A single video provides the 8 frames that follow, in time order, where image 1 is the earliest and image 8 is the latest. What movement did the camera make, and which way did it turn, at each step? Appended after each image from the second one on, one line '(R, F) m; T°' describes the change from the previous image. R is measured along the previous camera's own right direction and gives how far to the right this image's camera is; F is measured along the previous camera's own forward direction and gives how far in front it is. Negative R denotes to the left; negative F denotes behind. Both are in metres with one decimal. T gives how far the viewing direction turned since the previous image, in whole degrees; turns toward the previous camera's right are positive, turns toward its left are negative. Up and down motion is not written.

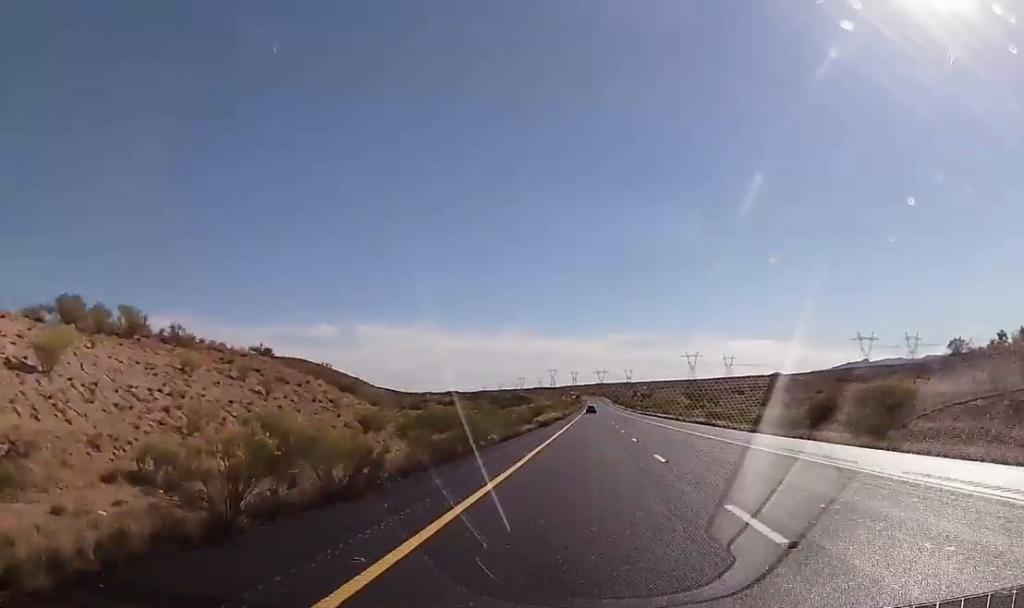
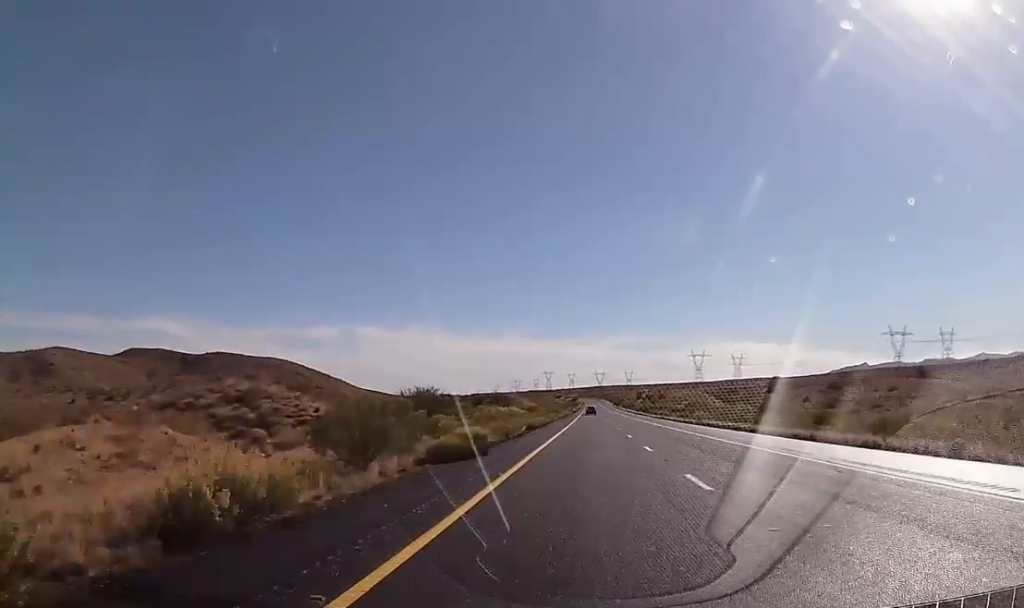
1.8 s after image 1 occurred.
(-0.2, +68.1) m; 0°
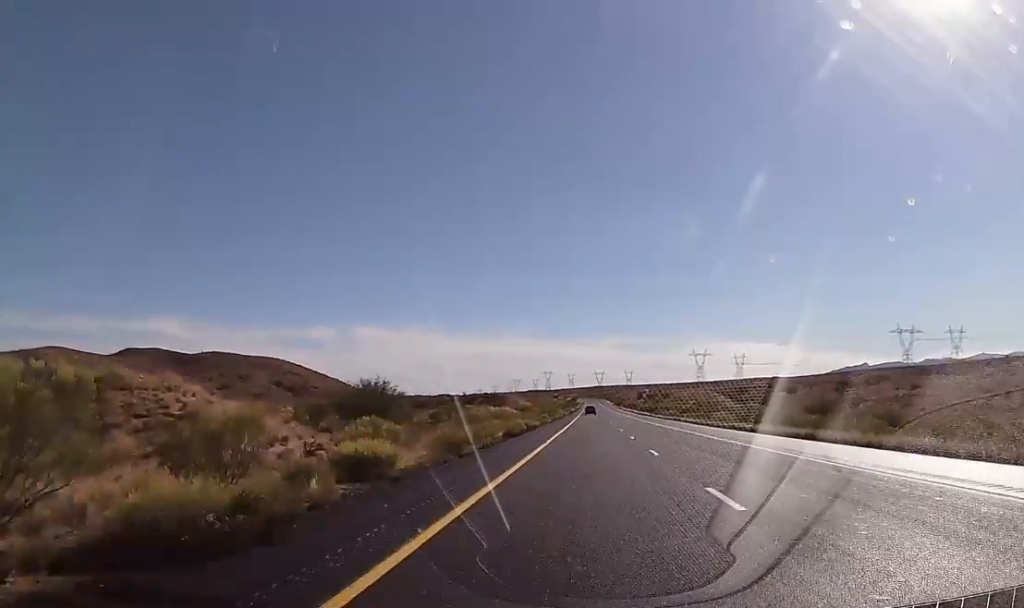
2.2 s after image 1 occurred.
(+0.2, +15.1) m; 0°
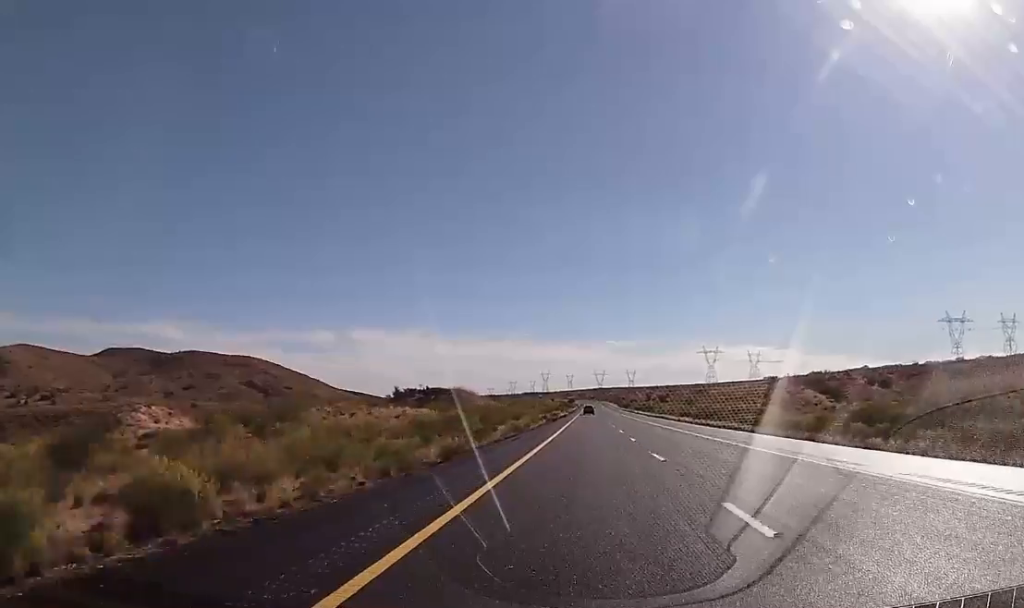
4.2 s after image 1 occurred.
(-0.5, +75.4) m; 0°
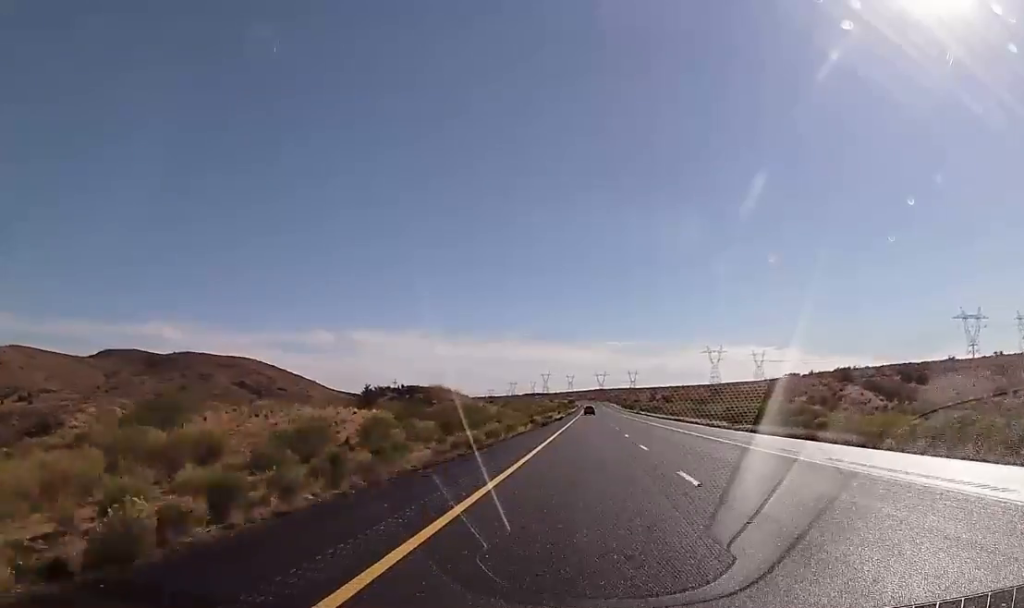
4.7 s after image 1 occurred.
(0.0, +18.9) m; 0°
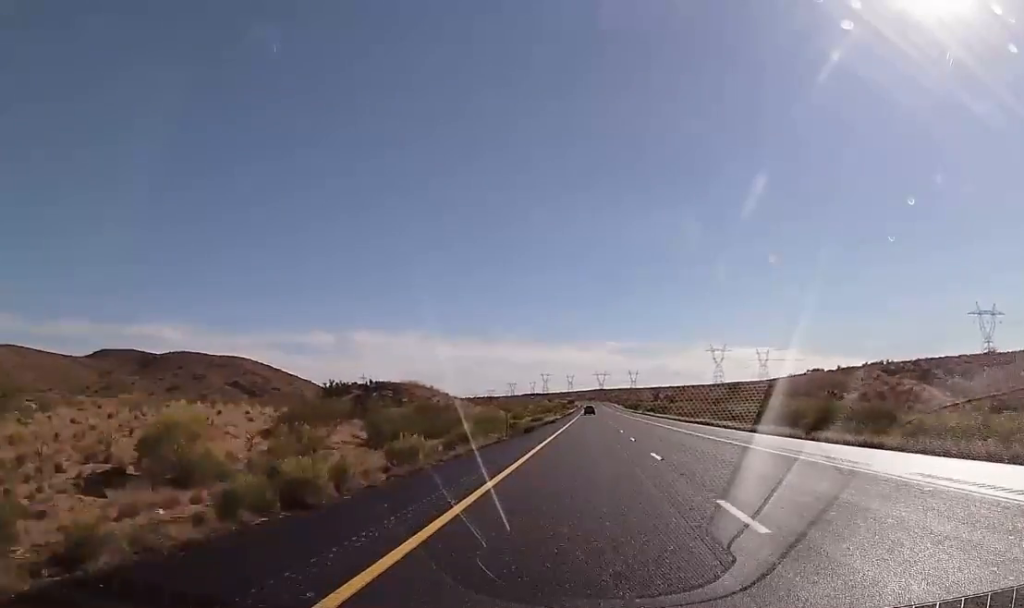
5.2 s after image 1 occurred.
(+0.2, +17.6) m; 0°
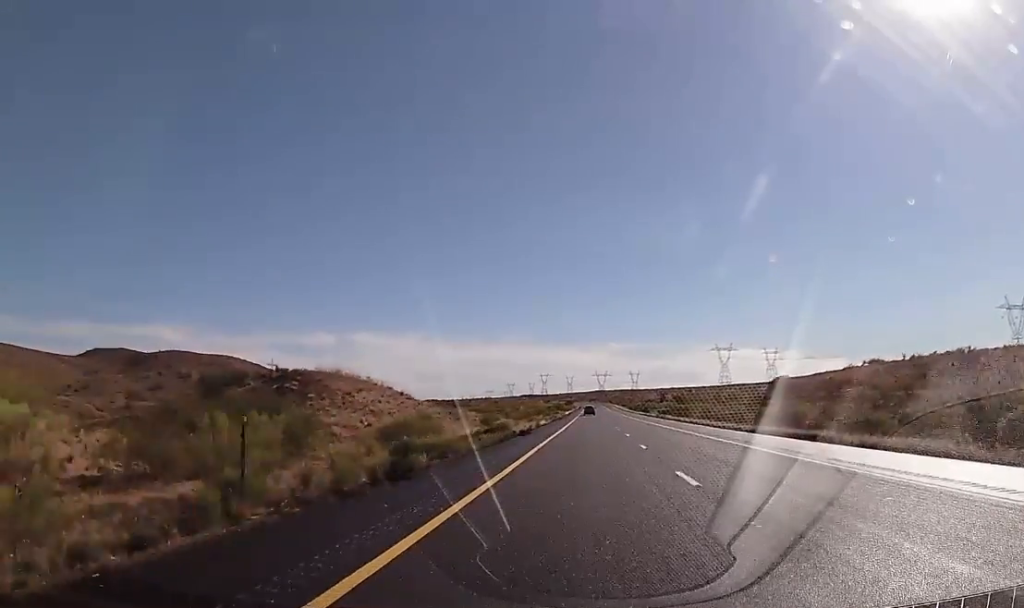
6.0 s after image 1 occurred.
(0.0, +31.4) m; 0°
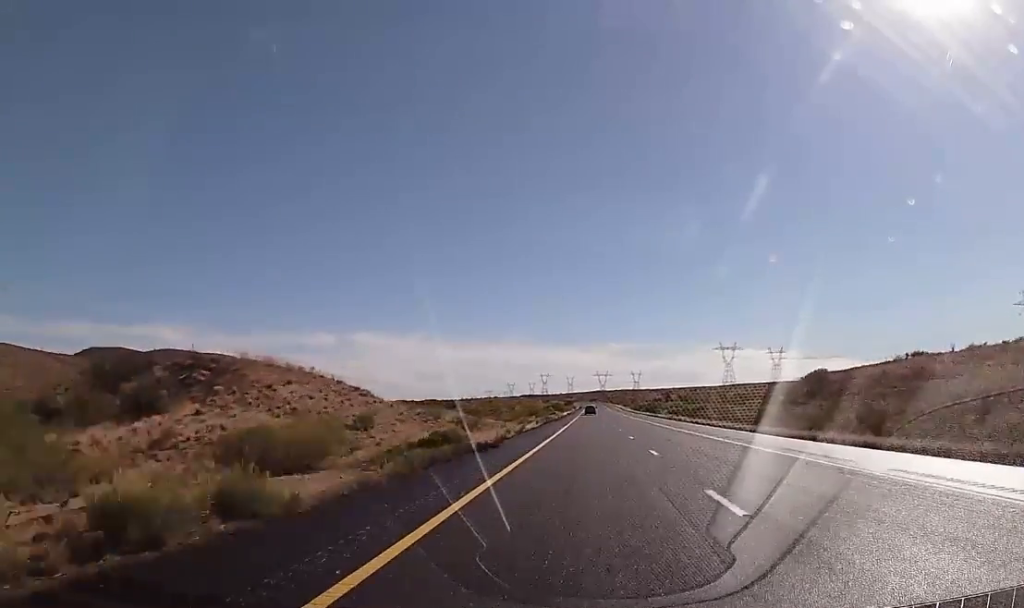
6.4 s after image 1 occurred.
(-0.1, +16.3) m; 0°
